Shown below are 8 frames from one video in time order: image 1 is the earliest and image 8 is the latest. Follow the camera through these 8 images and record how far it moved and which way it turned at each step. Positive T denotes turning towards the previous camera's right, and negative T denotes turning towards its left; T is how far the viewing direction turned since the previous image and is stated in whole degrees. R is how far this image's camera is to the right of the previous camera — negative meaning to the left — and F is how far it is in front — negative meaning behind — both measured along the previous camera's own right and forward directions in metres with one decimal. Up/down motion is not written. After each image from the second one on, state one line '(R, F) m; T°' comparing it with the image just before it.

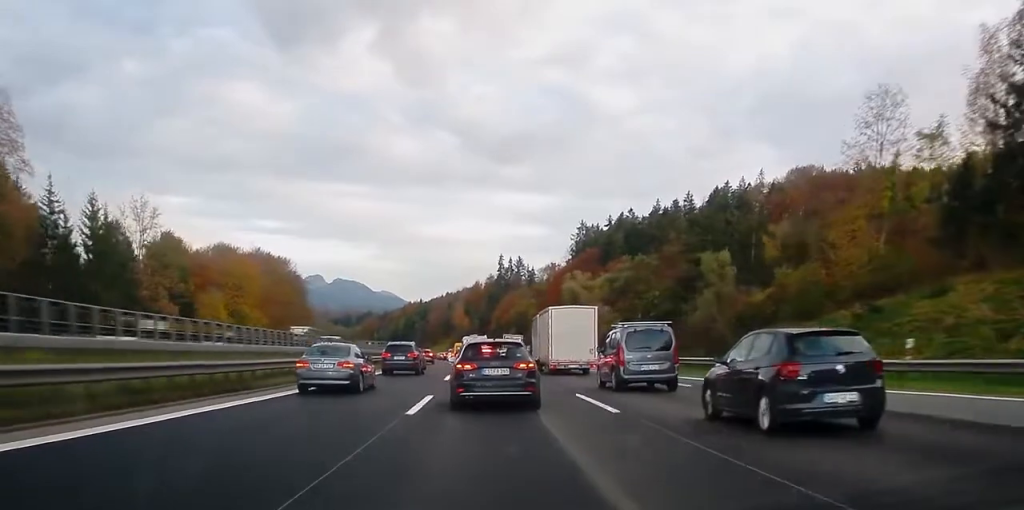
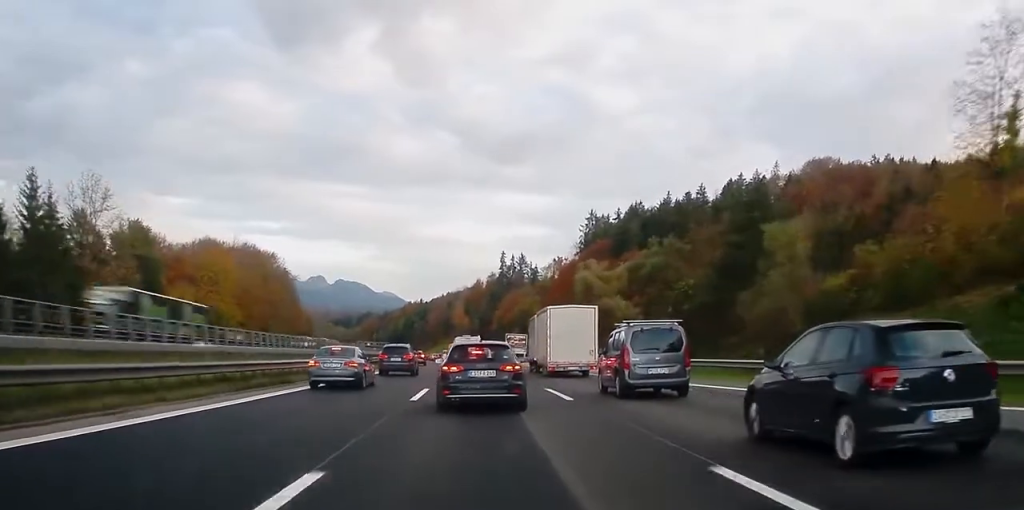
(0.0, +12.7) m; 0°
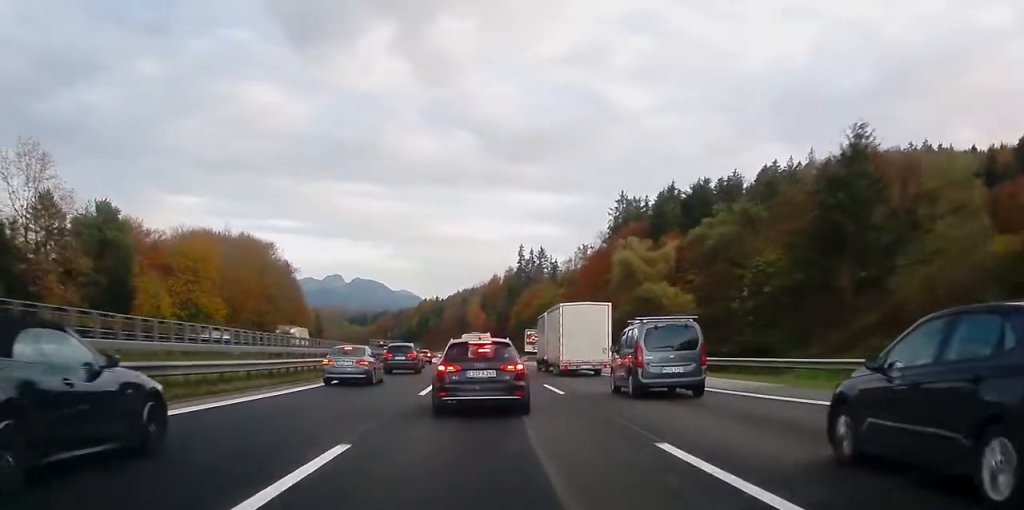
(-0.1, +14.5) m; 0°
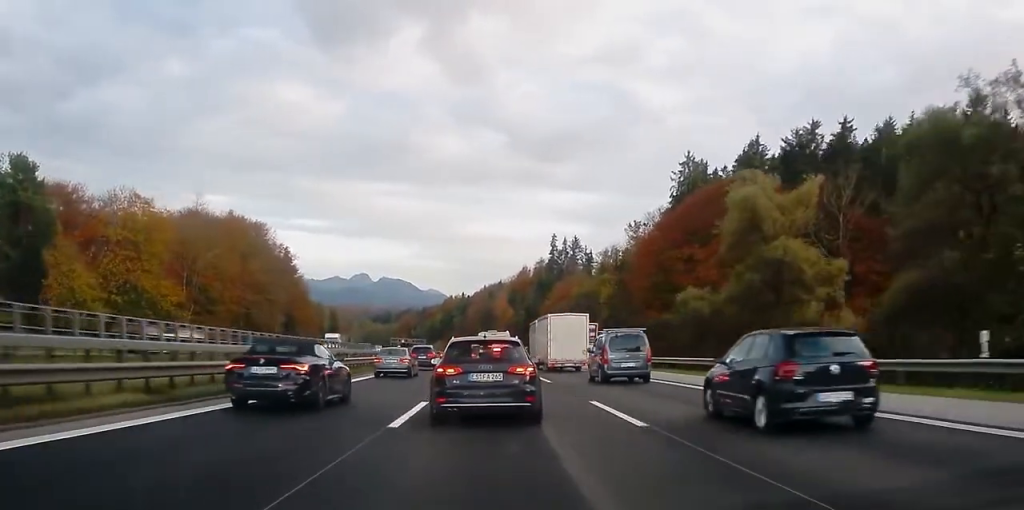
(-0.2, +28.3) m; -2°
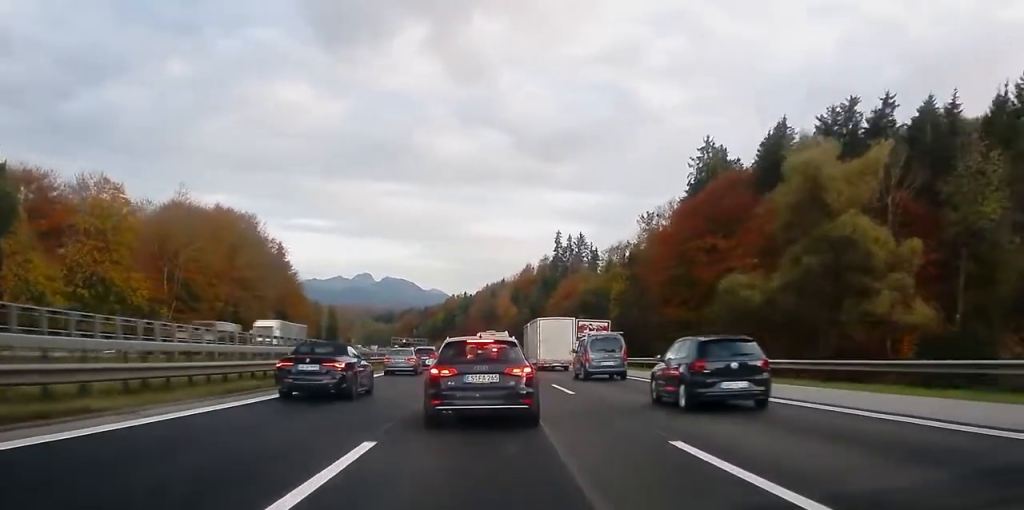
(-0.1, +8.1) m; -1°
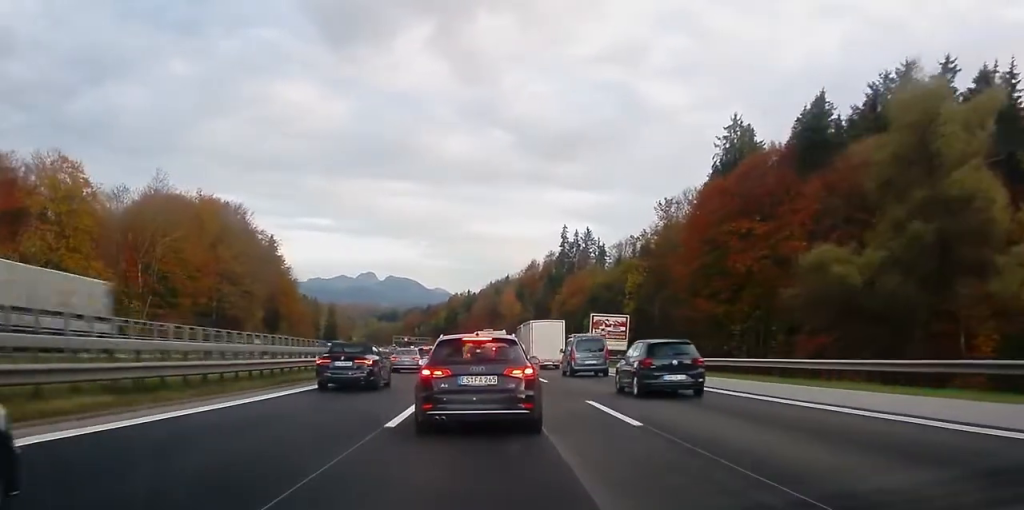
(-0.1, +8.6) m; -1°
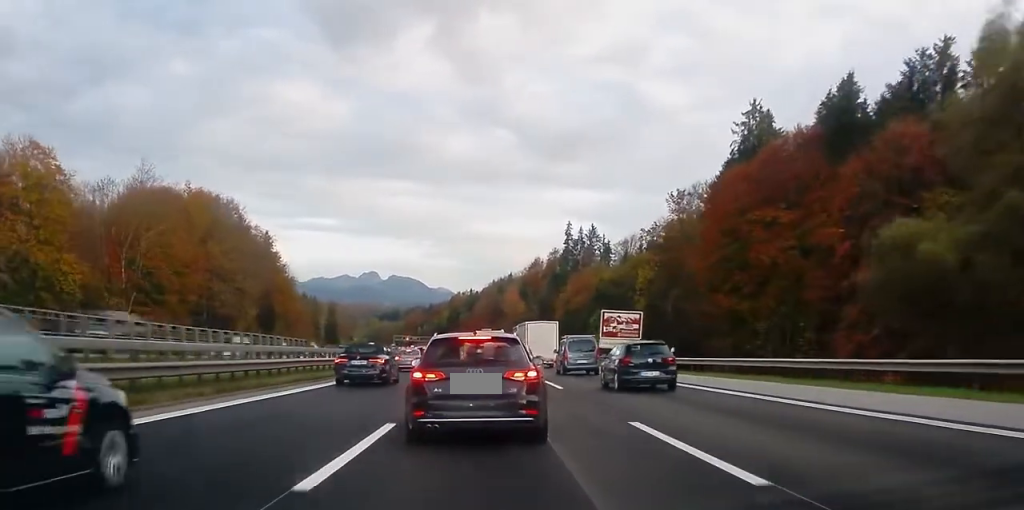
(-0.1, +5.2) m; 0°
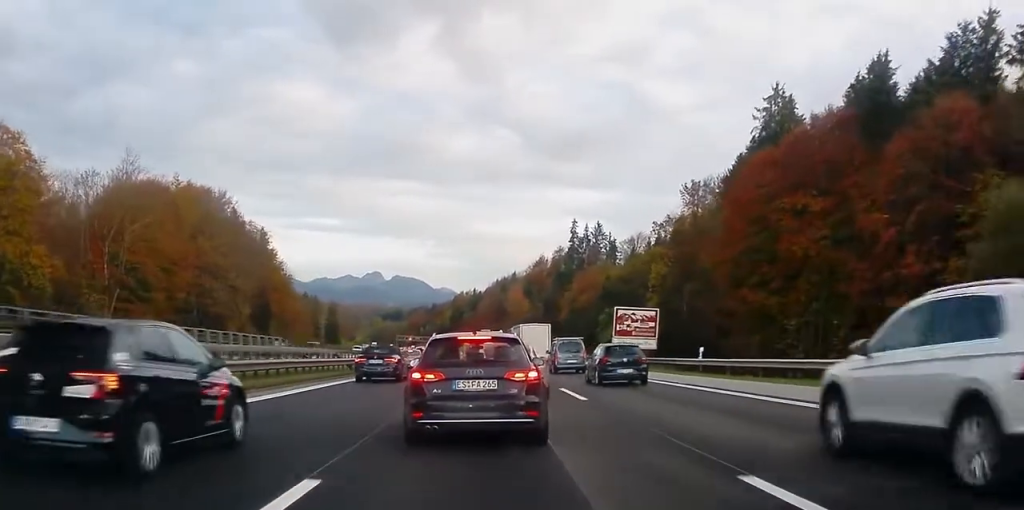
(0.0, +6.1) m; 0°
